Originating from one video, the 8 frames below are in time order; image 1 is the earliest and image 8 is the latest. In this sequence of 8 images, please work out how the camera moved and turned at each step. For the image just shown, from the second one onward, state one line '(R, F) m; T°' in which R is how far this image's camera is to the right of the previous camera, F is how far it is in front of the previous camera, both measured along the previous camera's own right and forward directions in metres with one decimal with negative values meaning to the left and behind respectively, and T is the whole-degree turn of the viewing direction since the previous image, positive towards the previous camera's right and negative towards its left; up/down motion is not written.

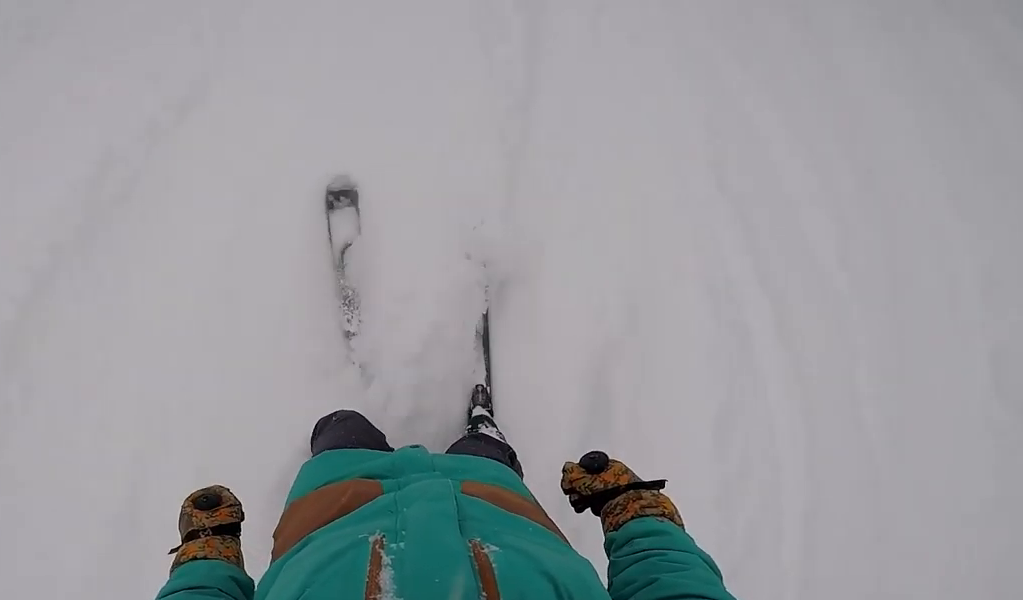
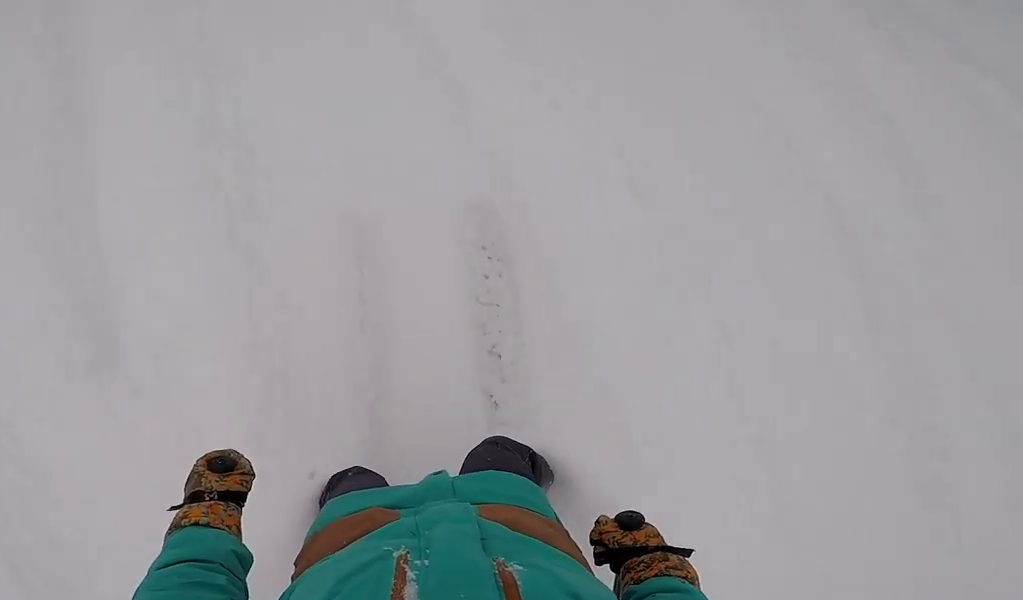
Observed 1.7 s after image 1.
(-0.1, +9.9) m; +13°
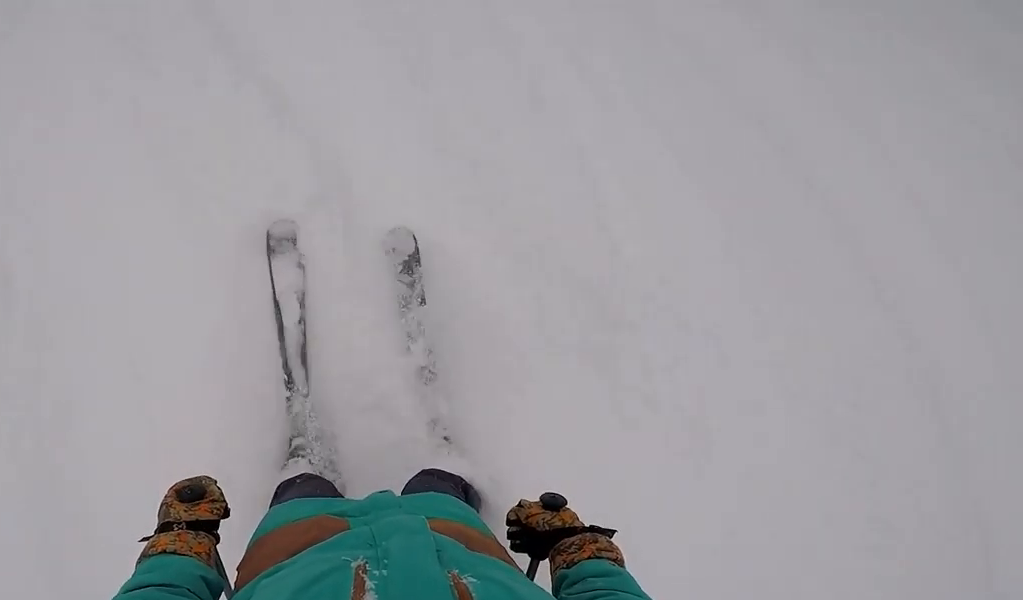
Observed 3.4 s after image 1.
(+0.6, +10.9) m; -7°
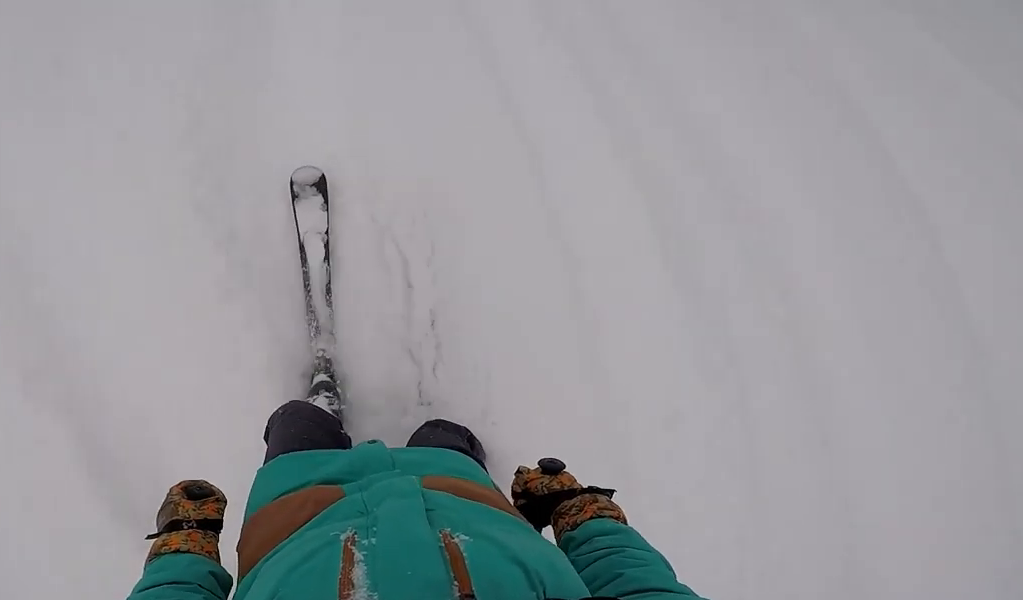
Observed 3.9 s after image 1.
(+0.1, +3.3) m; -7°
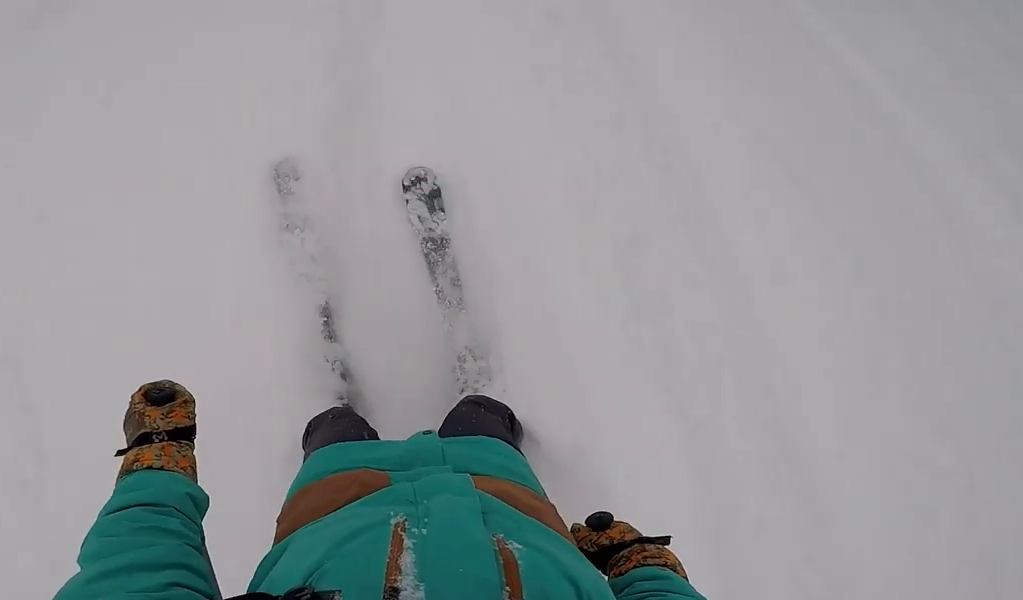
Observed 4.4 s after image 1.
(-0.7, +3.2) m; -1°
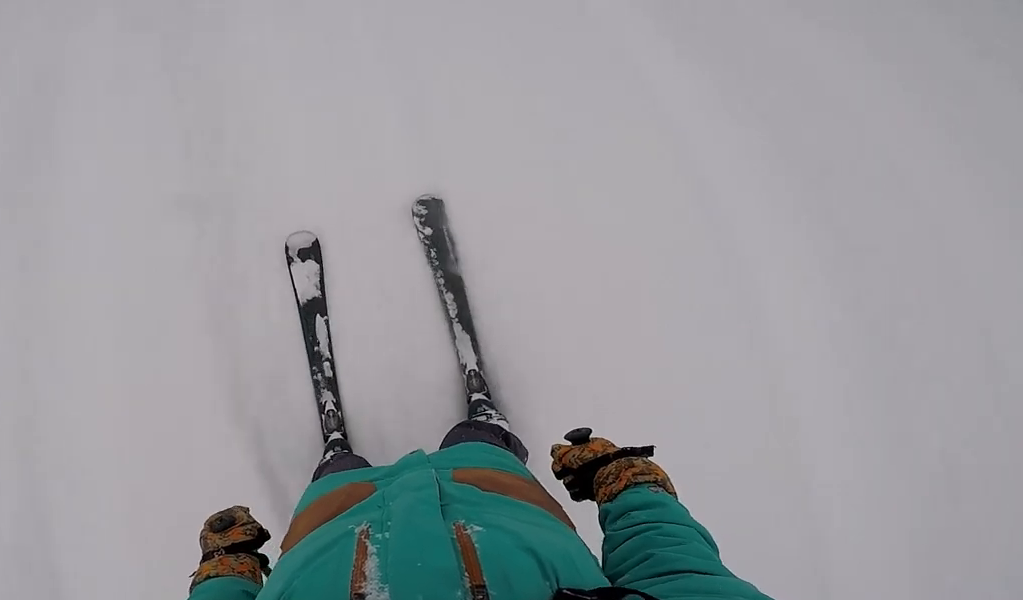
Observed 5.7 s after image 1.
(+0.5, +9.3) m; -1°
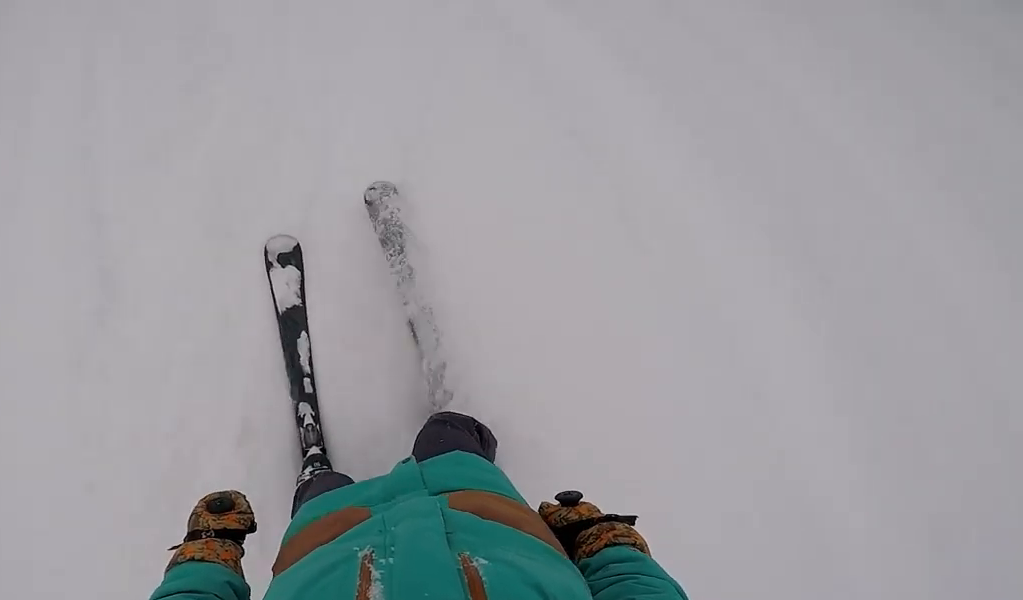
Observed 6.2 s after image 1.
(-0.4, +3.5) m; -4°
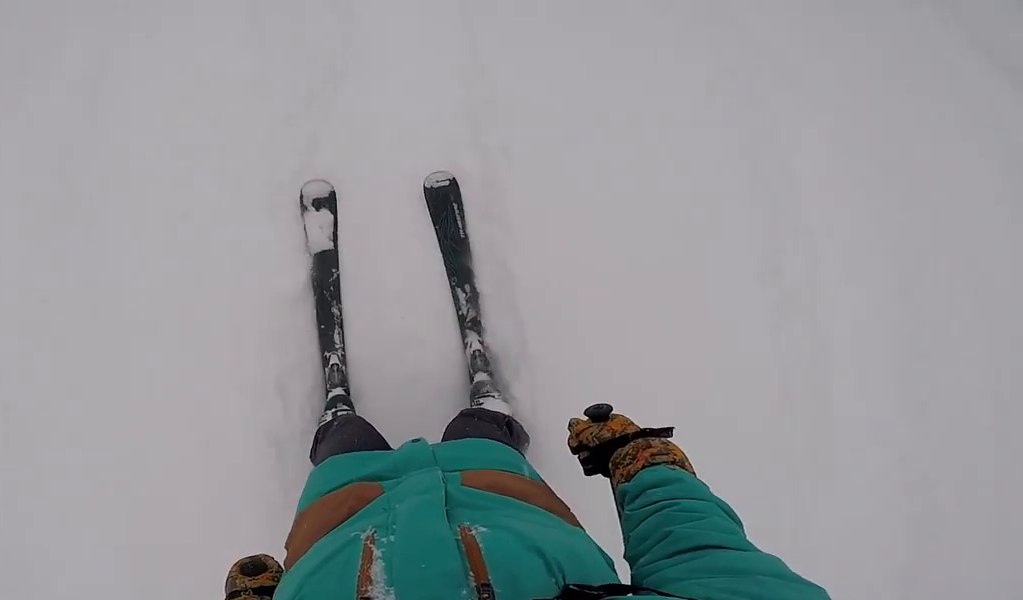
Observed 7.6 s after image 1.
(-1.2, +10.2) m; +2°
